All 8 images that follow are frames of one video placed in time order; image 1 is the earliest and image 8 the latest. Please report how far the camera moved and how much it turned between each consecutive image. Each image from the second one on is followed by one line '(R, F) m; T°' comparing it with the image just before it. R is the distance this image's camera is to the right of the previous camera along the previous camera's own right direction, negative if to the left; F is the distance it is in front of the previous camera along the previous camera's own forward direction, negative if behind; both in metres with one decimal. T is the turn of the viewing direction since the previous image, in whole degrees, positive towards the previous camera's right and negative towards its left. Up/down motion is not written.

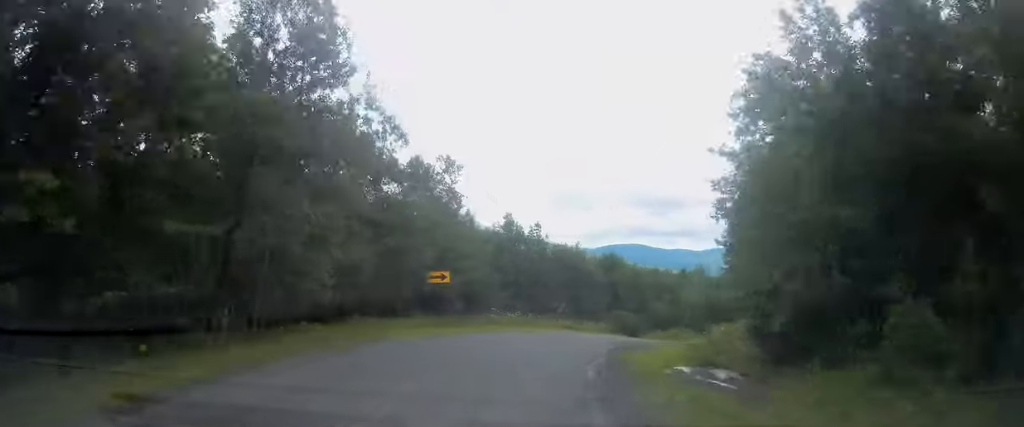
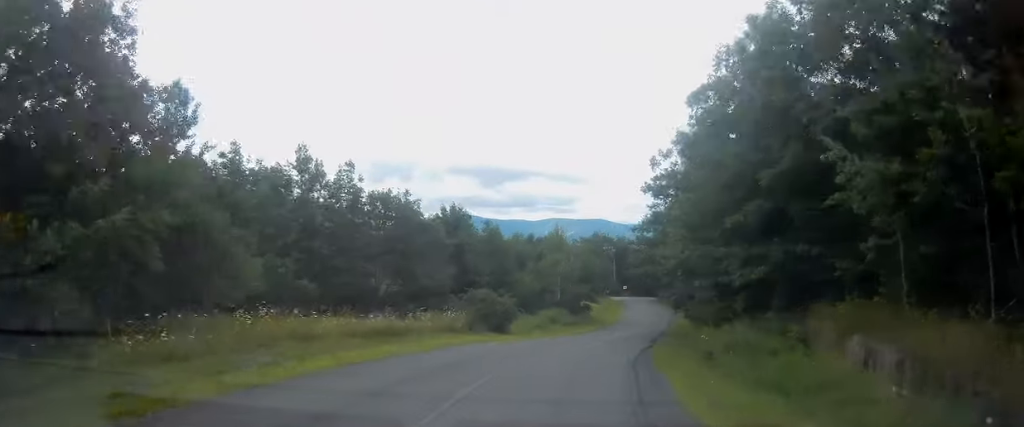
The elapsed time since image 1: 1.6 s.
(+2.5, +24.7) m; +15°
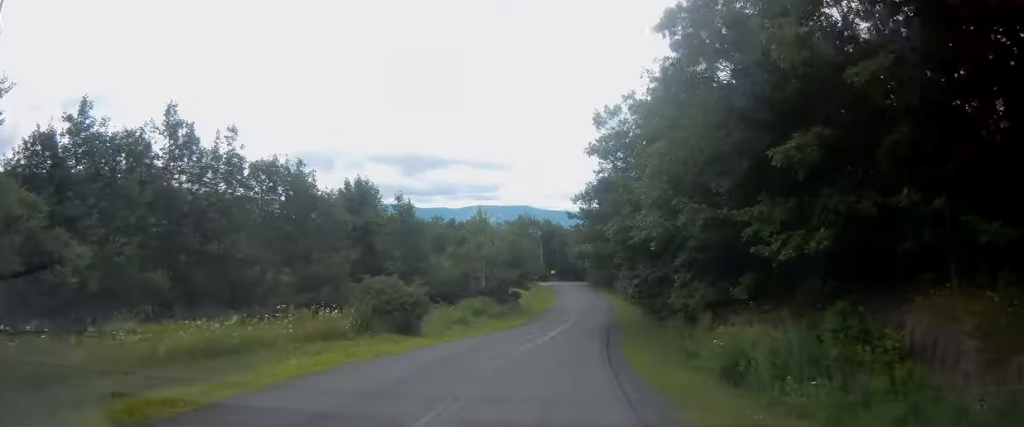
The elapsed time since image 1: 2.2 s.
(+0.7, +9.0) m; +6°
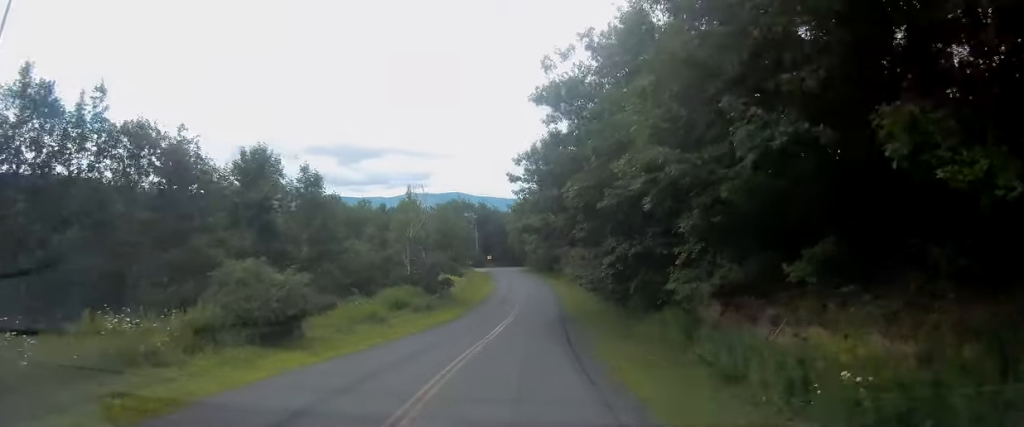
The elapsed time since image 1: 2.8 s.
(+0.3, +8.5) m; +6°
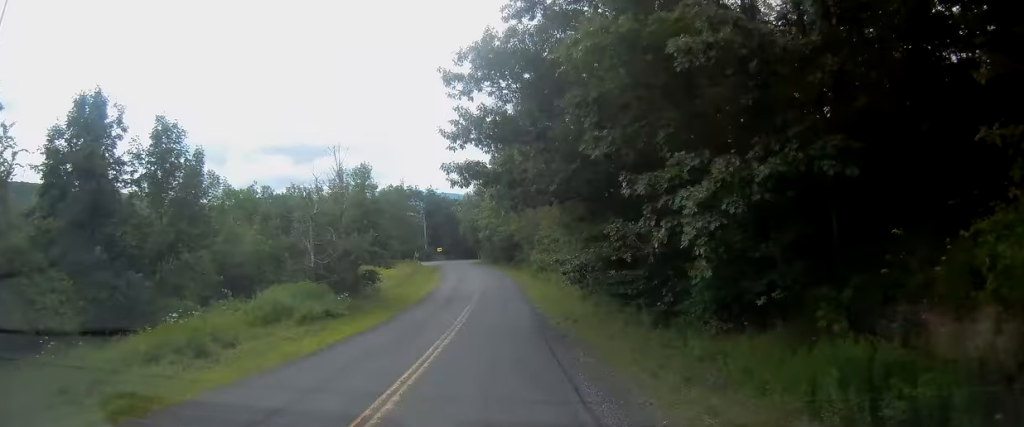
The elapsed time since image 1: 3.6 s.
(+0.9, +13.1) m; +5°
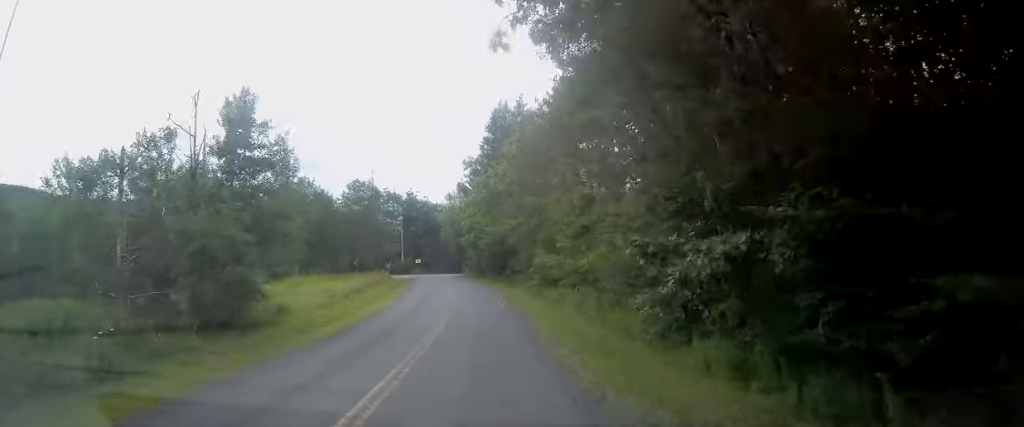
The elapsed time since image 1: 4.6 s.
(+0.5, +16.4) m; +2°
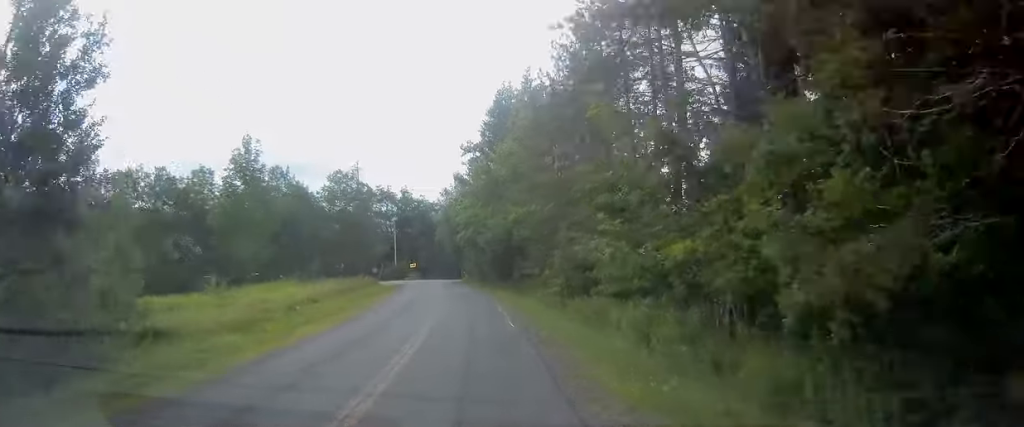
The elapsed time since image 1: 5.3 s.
(0.0, +11.2) m; -1°
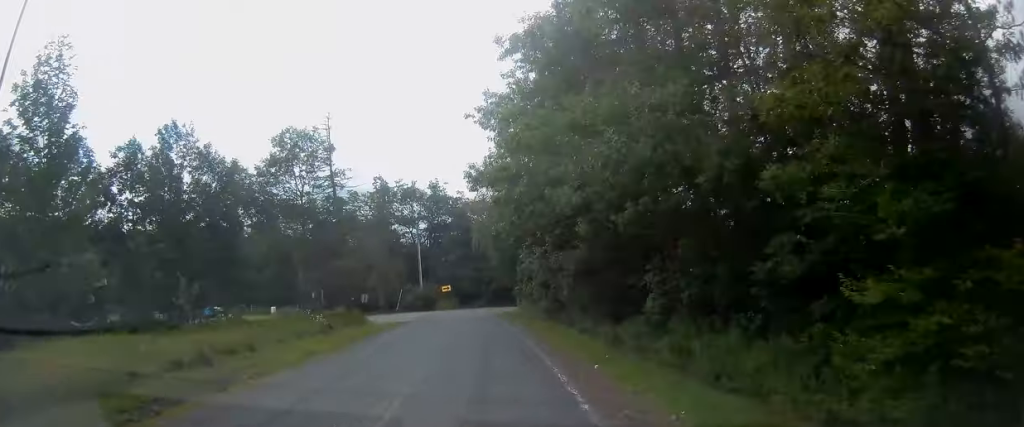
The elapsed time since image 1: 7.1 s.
(-1.5, +32.8) m; -6°
